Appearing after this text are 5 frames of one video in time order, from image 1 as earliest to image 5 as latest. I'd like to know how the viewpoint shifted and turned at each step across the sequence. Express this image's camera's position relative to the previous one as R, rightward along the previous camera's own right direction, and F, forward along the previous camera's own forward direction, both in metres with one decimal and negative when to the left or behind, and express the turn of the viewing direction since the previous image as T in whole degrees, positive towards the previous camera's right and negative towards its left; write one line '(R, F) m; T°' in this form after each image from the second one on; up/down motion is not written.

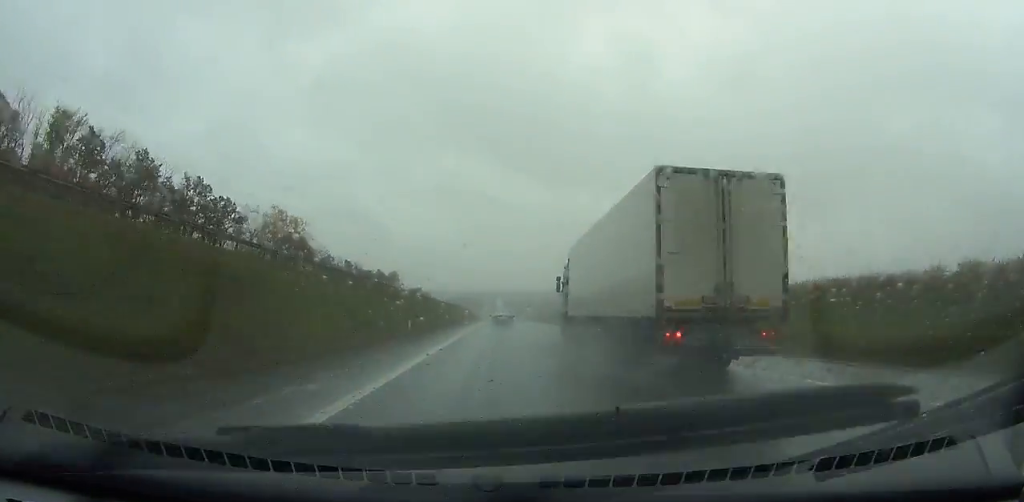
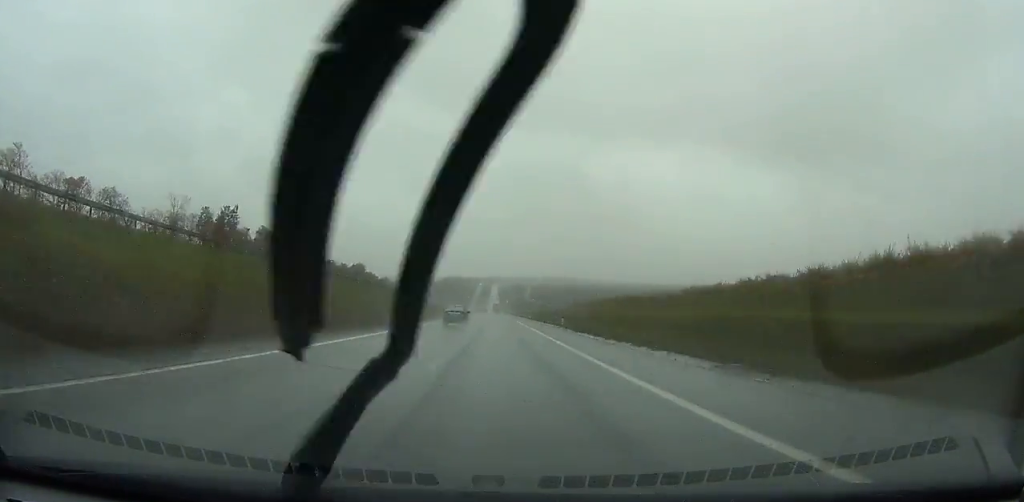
(+2.7, +262.1) m; 0°
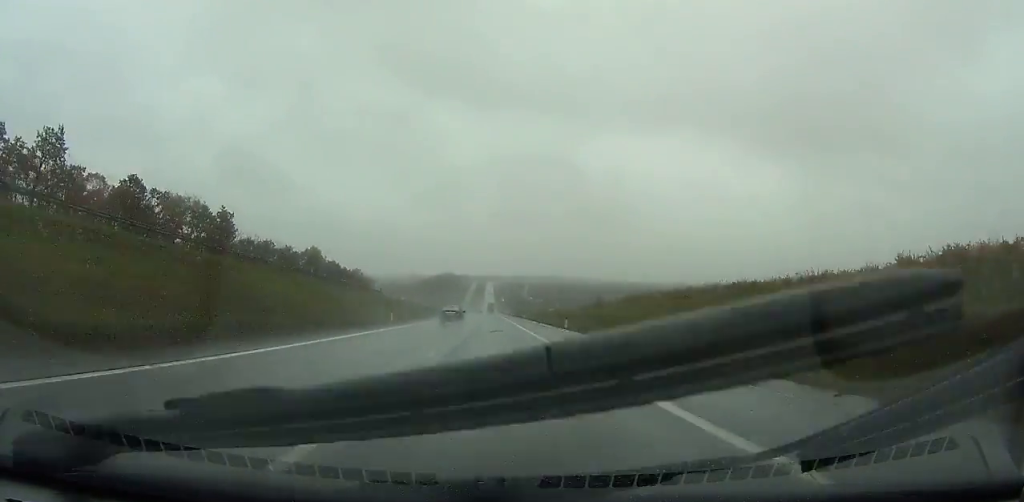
(-0.2, +57.1) m; 0°
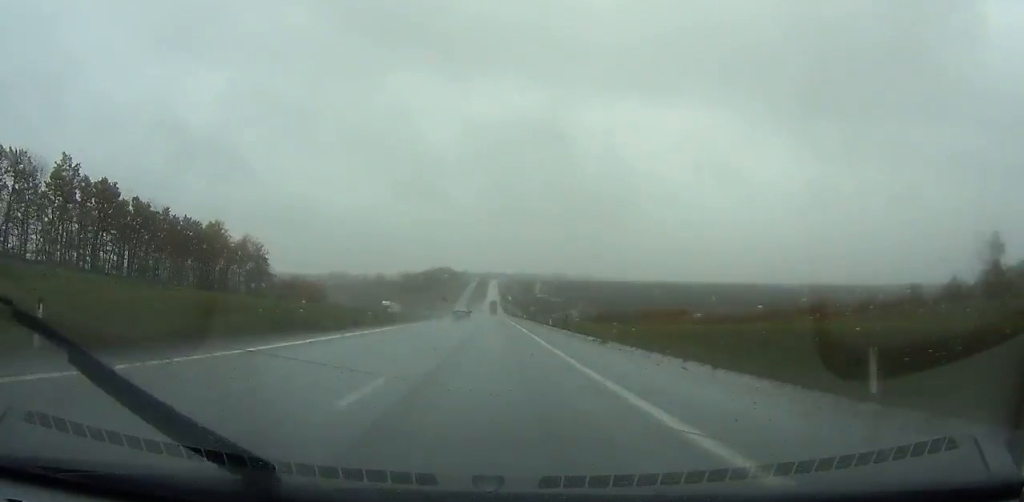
(-0.5, +143.1) m; 0°
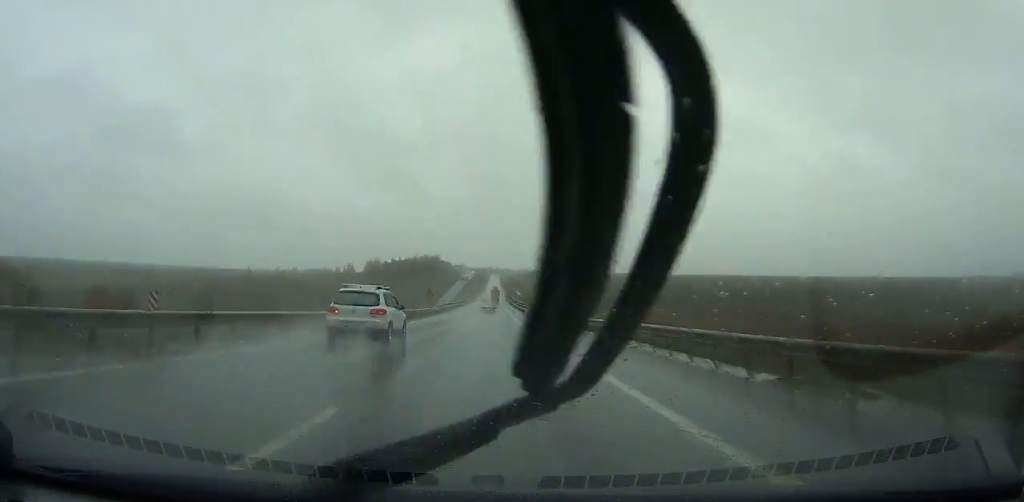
(+0.2, +154.7) m; 0°
